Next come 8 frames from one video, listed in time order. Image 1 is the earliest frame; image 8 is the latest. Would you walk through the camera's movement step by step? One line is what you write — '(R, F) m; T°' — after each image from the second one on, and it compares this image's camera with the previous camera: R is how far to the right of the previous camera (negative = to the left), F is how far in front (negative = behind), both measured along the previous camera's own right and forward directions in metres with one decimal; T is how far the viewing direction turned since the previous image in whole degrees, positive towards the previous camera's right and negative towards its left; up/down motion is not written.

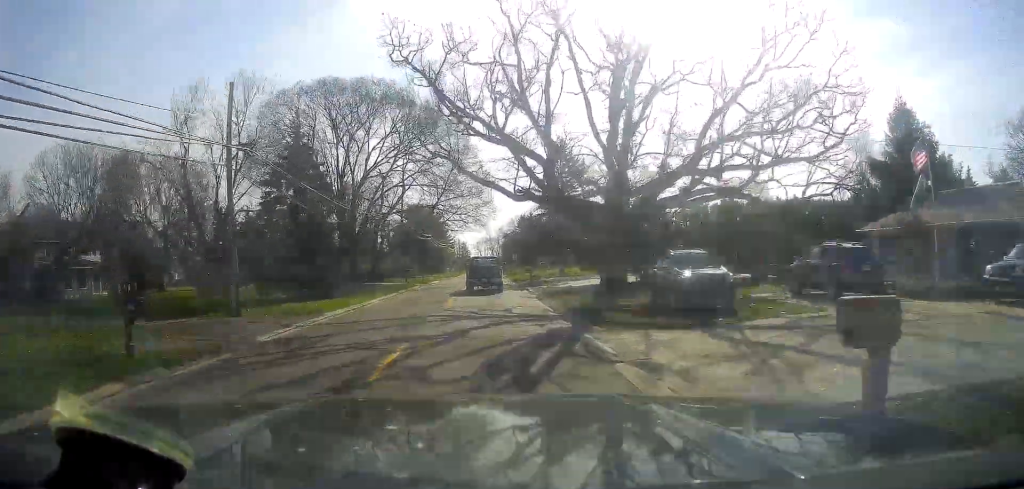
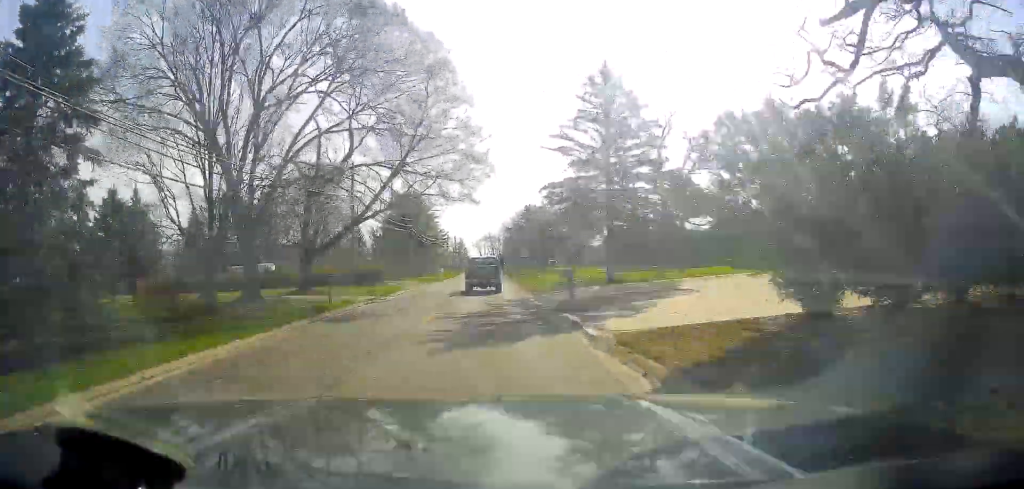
(-0.4, +22.7) m; 0°
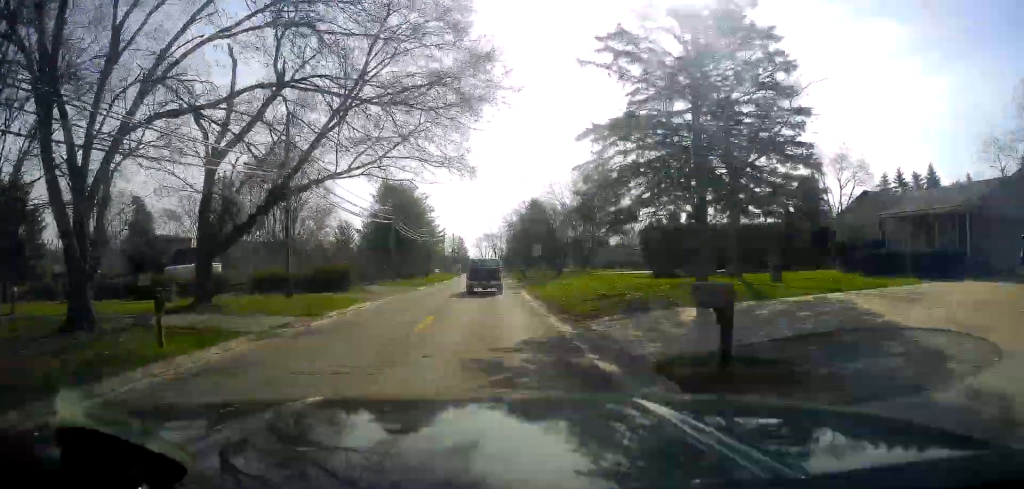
(+0.5, +14.4) m; 0°
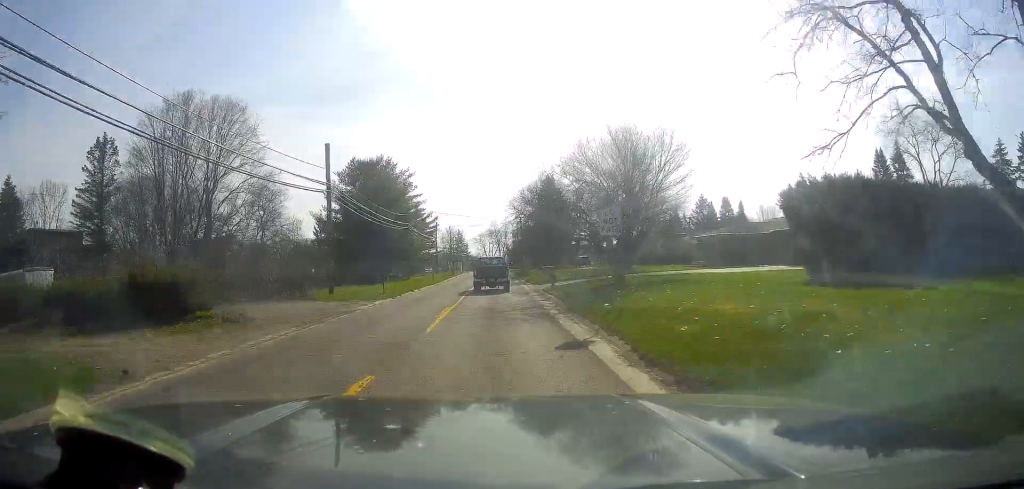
(-0.6, +23.6) m; -1°
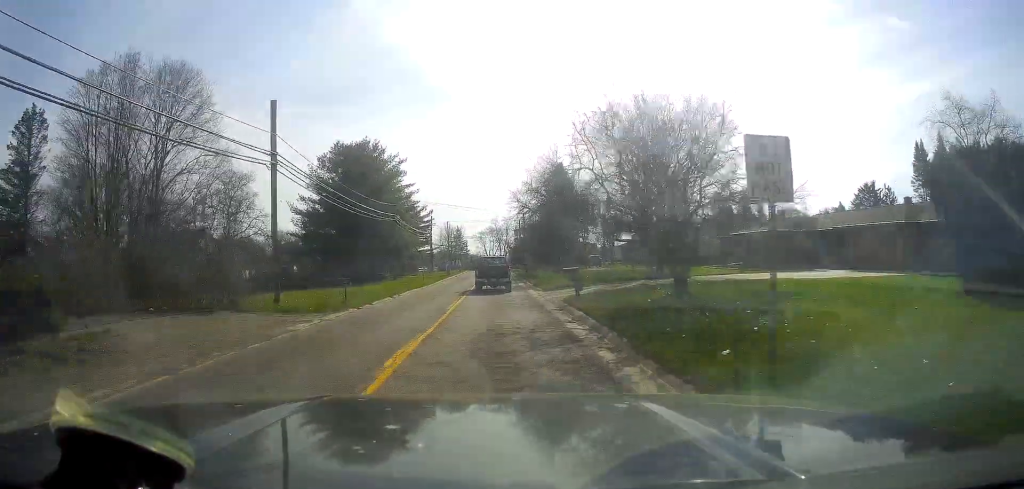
(-0.1, +9.1) m; +1°
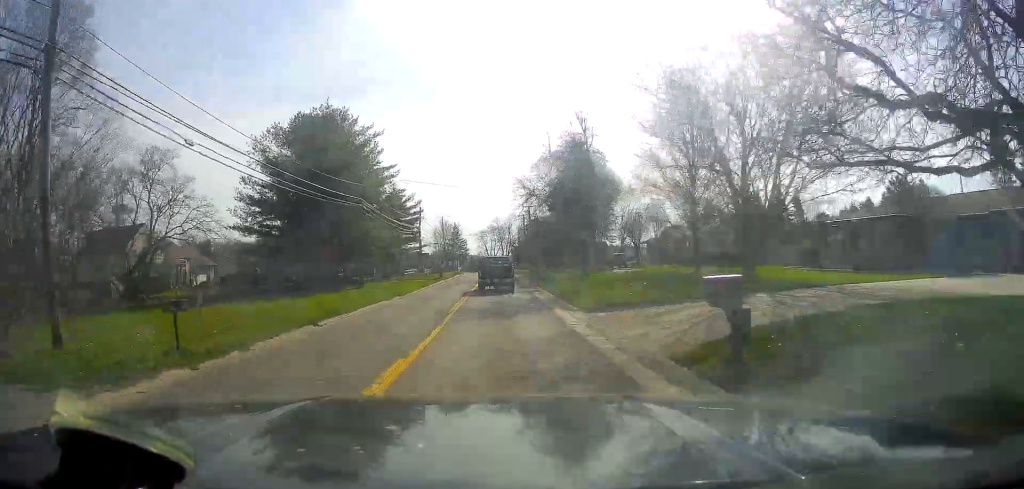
(+0.3, +14.8) m; +1°
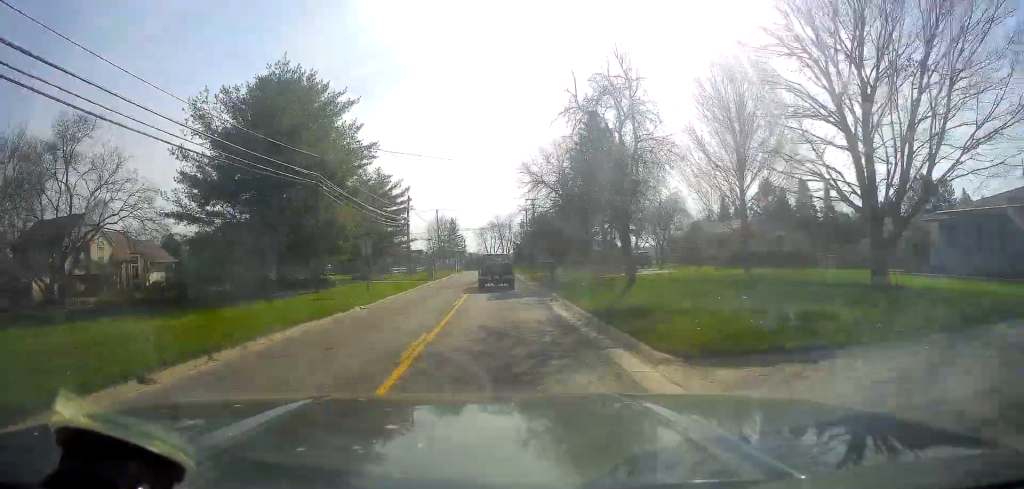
(+0.1, +10.2) m; 0°
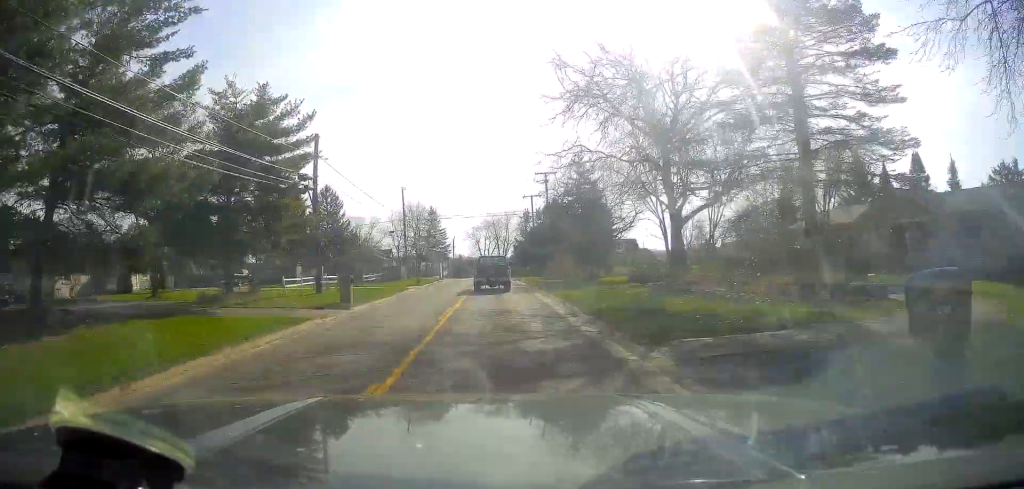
(-0.9, +32.0) m; -2°
